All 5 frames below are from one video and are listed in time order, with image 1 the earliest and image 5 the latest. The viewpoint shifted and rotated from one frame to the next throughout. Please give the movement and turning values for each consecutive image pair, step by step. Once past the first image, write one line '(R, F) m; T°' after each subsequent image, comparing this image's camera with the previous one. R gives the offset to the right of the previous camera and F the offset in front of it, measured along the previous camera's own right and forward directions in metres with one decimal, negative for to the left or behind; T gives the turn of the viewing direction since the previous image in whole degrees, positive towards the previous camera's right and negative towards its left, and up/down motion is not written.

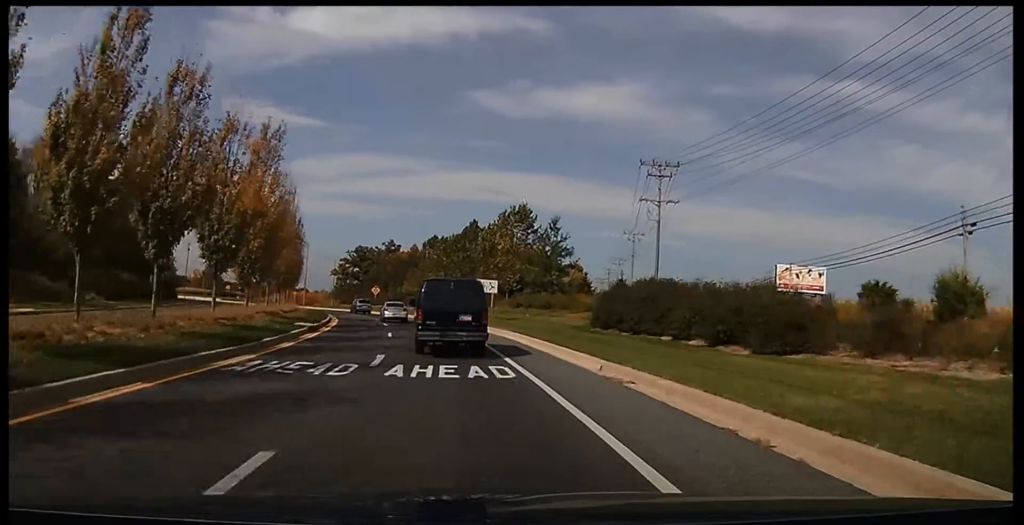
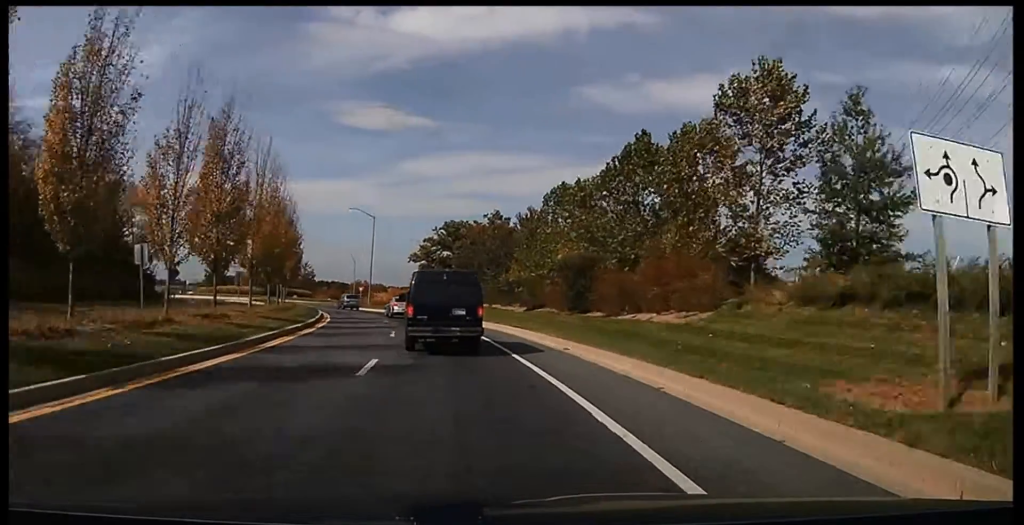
(-4.5, +39.2) m; -11°
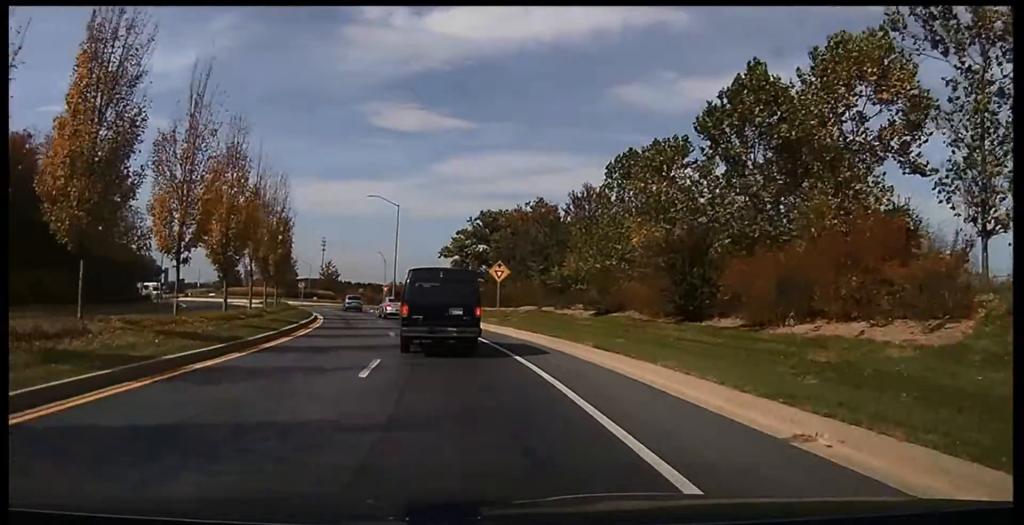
(-0.1, +14.1) m; -3°
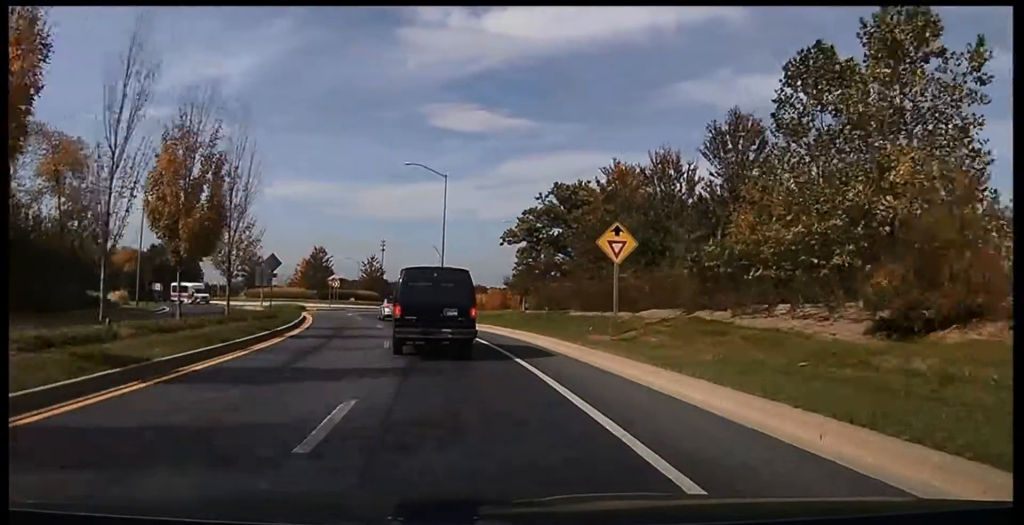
(-1.1, +18.5) m; -6°
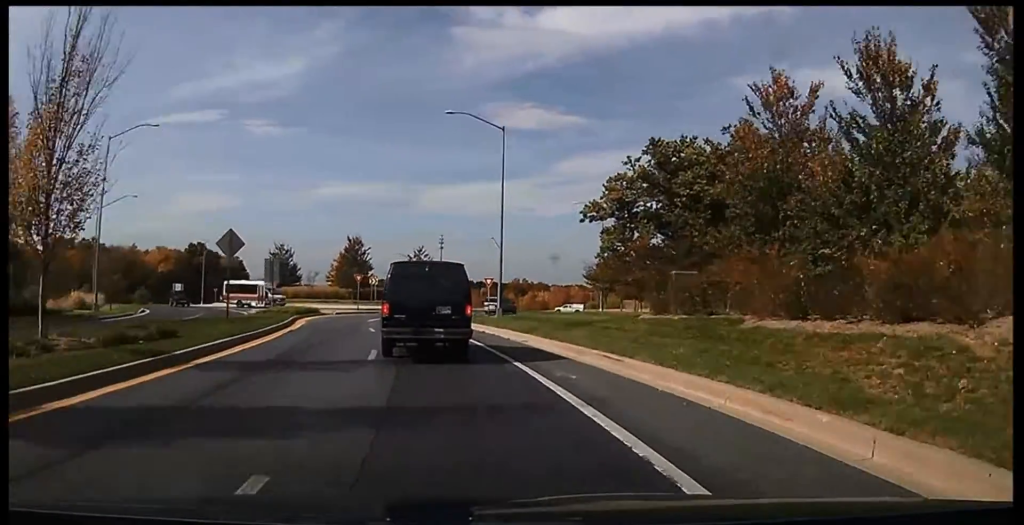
(-0.5, +16.7) m; -4°
